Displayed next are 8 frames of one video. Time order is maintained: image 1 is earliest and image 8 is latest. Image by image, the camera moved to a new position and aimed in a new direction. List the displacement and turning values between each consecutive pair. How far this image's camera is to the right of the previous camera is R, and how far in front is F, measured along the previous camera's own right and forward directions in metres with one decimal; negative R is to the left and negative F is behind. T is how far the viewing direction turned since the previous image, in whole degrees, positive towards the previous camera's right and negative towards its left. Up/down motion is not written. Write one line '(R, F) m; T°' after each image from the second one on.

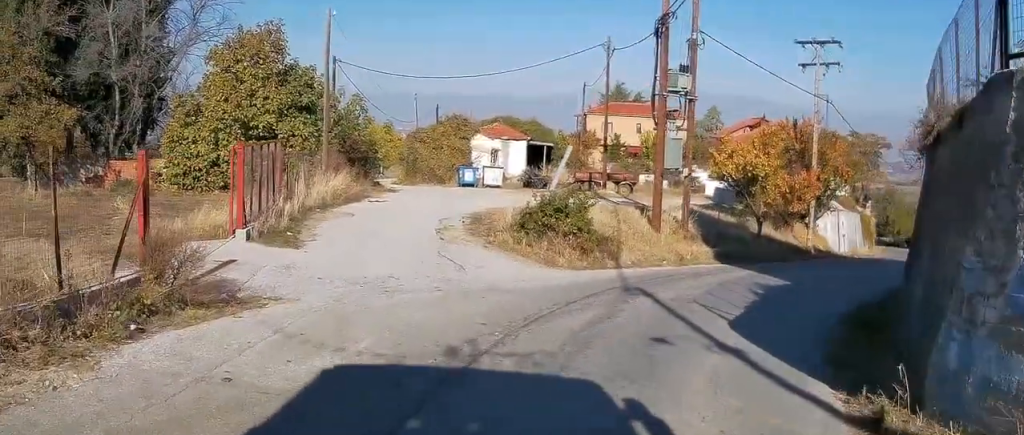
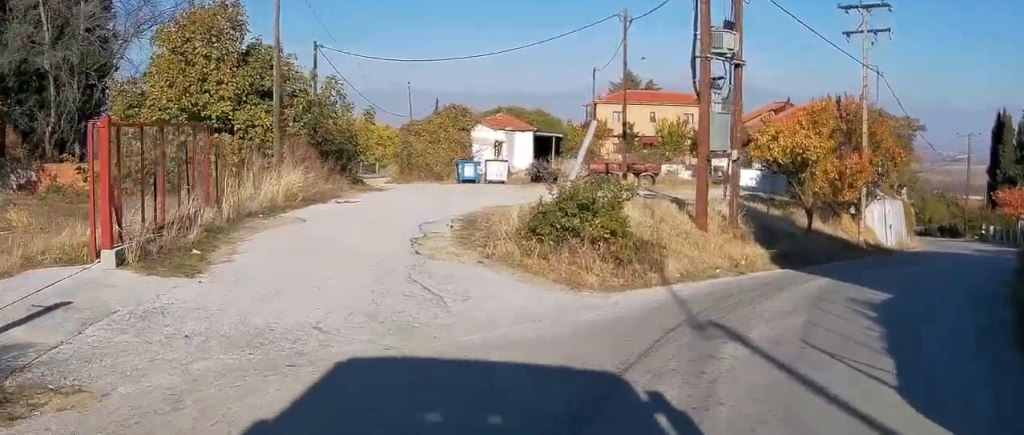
(+0.2, +5.5) m; +4°
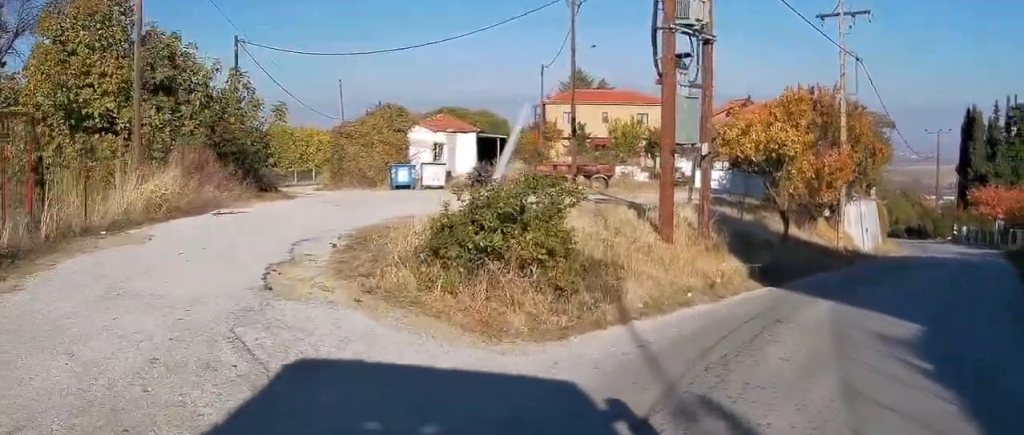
(+0.1, +4.3) m; +5°
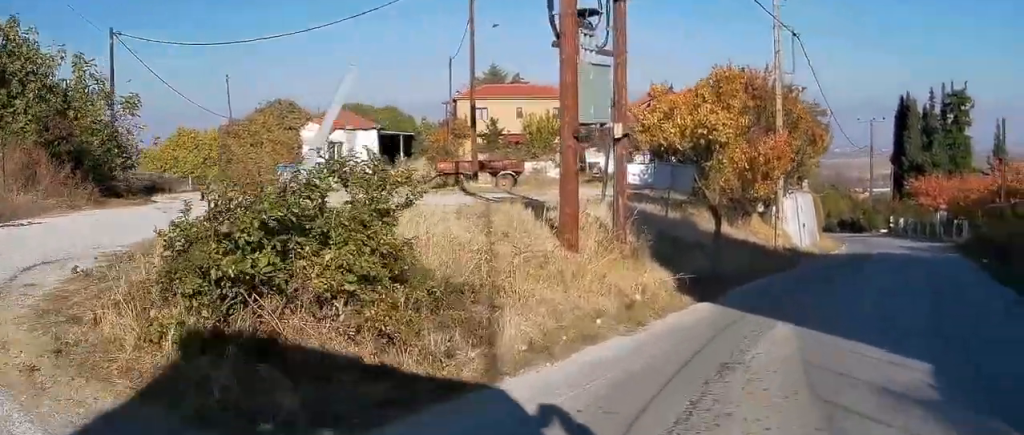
(+0.2, +4.1) m; +7°
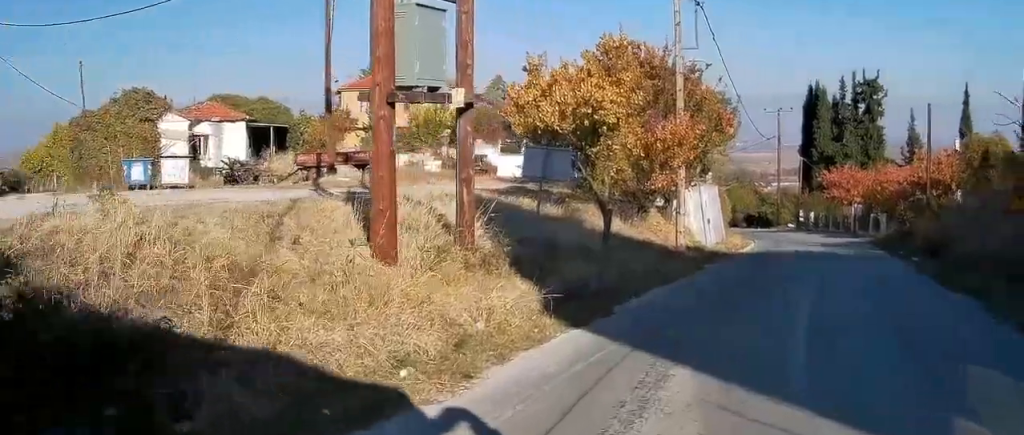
(+0.2, +4.1) m; +7°
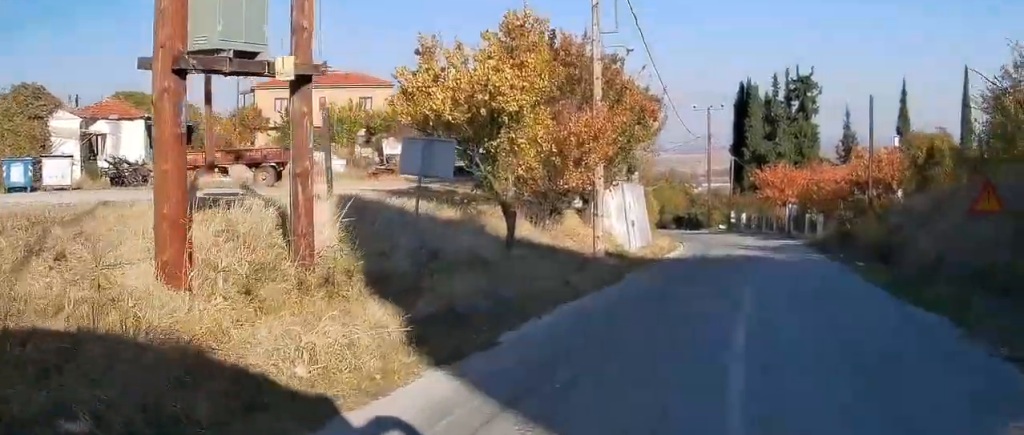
(+0.2, +2.9) m; +3°
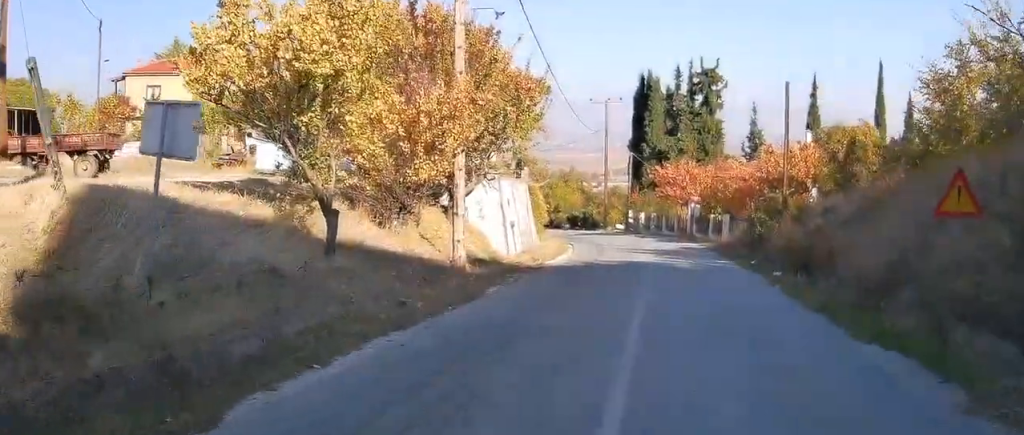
(+0.1, +4.6) m; +5°
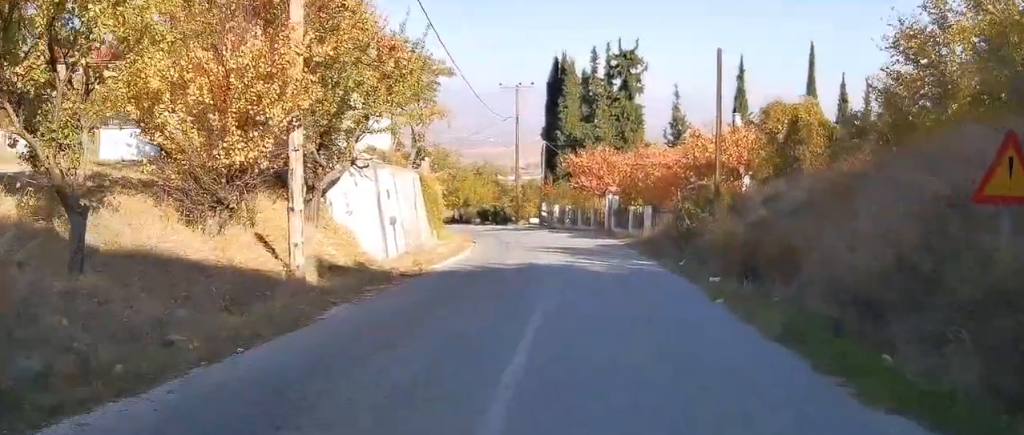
(+0.1, +5.0) m; +6°
